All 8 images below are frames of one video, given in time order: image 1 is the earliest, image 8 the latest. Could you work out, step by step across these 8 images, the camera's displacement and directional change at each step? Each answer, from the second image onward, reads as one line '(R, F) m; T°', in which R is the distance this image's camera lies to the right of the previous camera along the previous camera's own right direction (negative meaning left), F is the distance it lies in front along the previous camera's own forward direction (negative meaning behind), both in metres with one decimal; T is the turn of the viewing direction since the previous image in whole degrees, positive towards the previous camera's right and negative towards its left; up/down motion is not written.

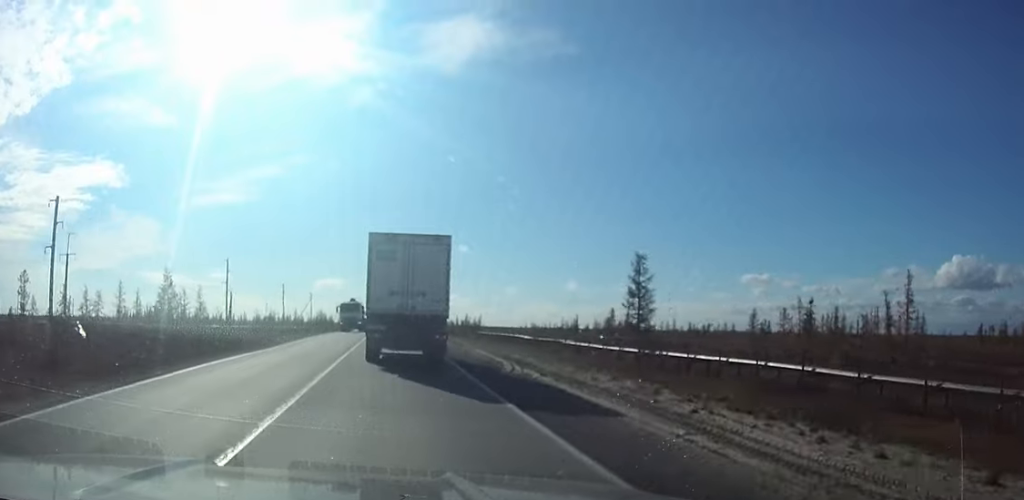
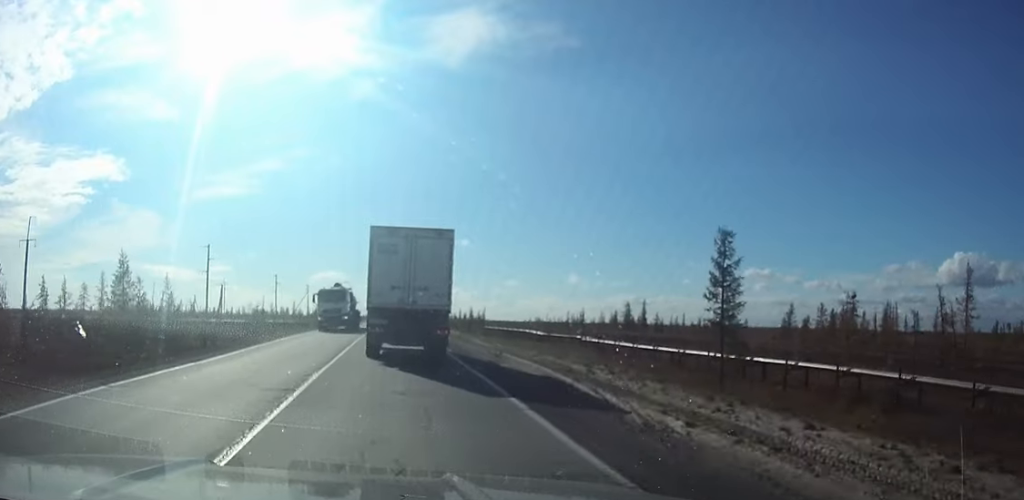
(0.0, +10.1) m; 0°
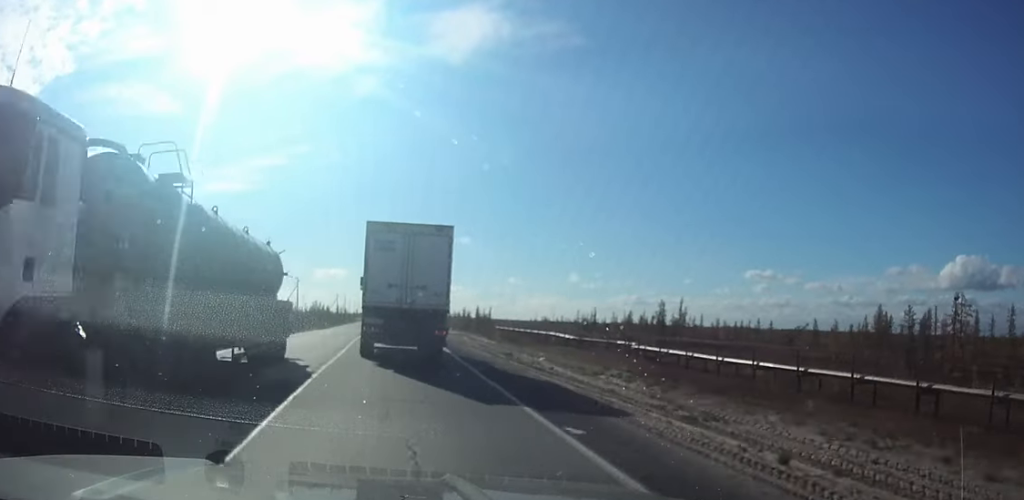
(0.0, +18.4) m; 0°
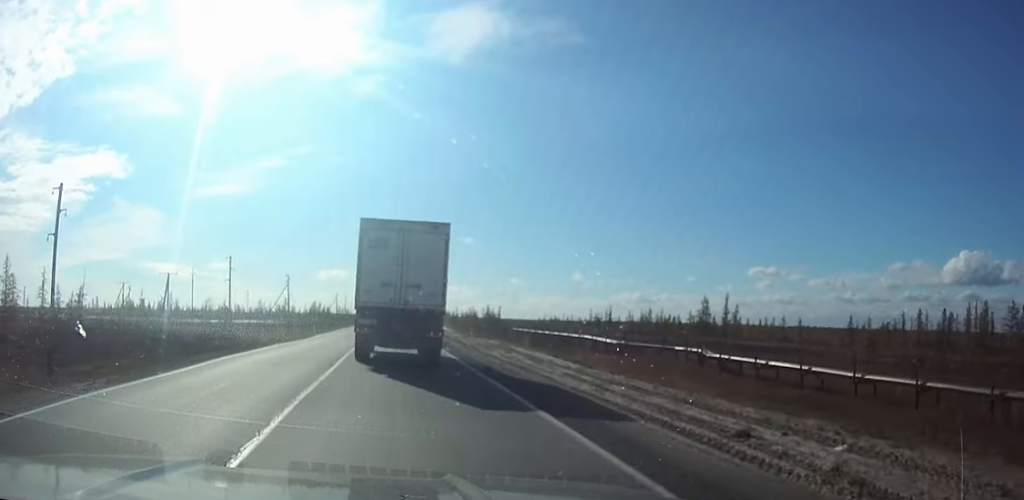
(0.0, +16.3) m; 0°
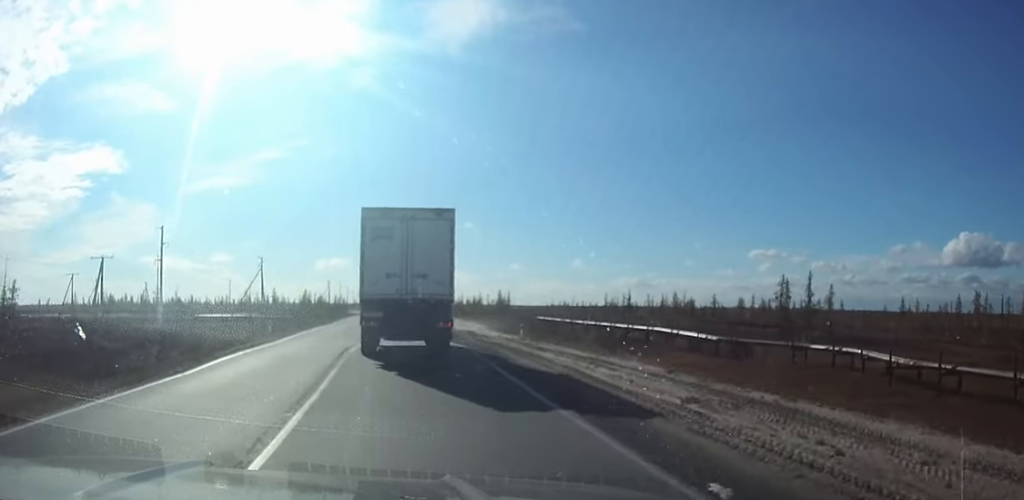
(0.0, +23.6) m; 0°
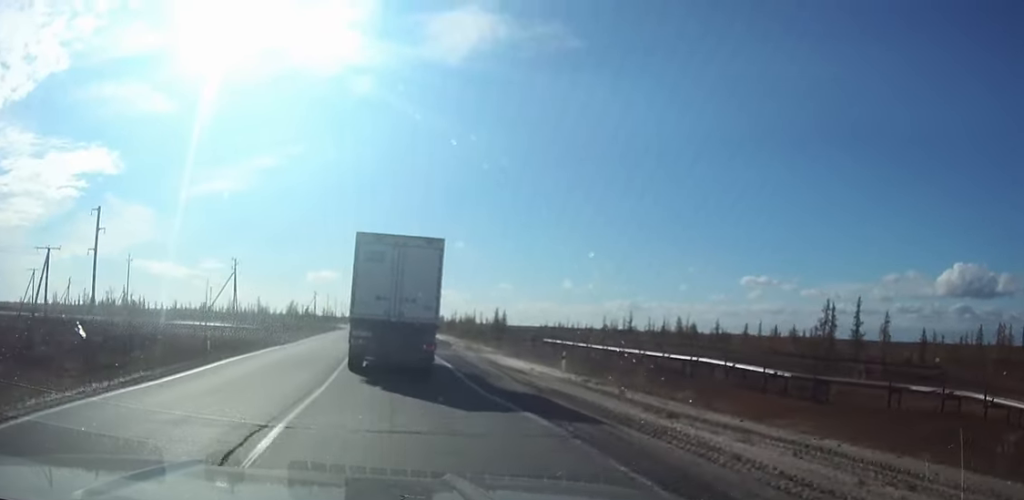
(+0.1, +13.3) m; 0°
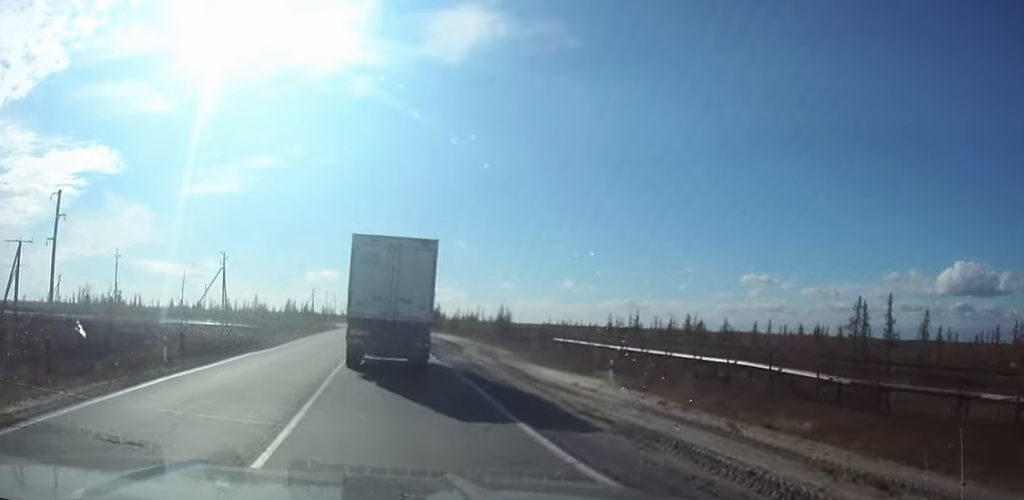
(0.0, +6.8) m; 0°
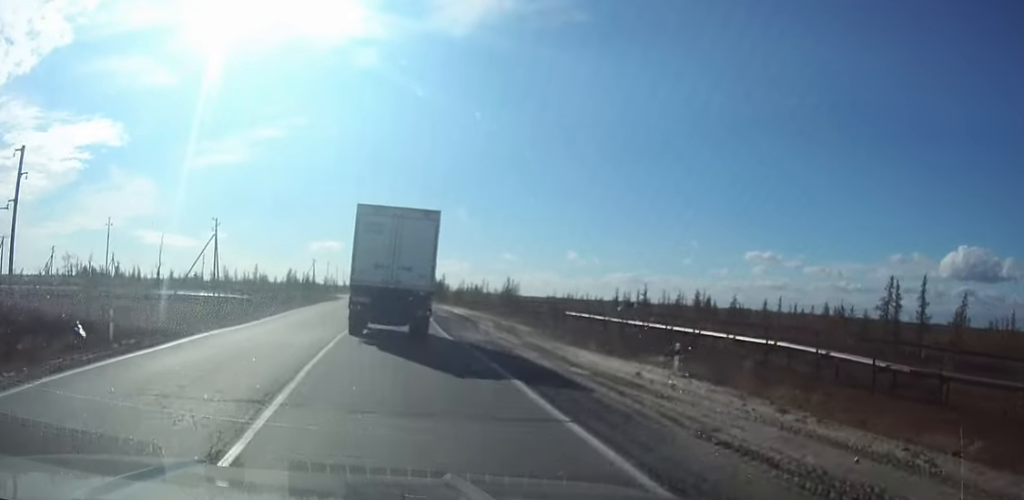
(0.0, +5.9) m; 0°
